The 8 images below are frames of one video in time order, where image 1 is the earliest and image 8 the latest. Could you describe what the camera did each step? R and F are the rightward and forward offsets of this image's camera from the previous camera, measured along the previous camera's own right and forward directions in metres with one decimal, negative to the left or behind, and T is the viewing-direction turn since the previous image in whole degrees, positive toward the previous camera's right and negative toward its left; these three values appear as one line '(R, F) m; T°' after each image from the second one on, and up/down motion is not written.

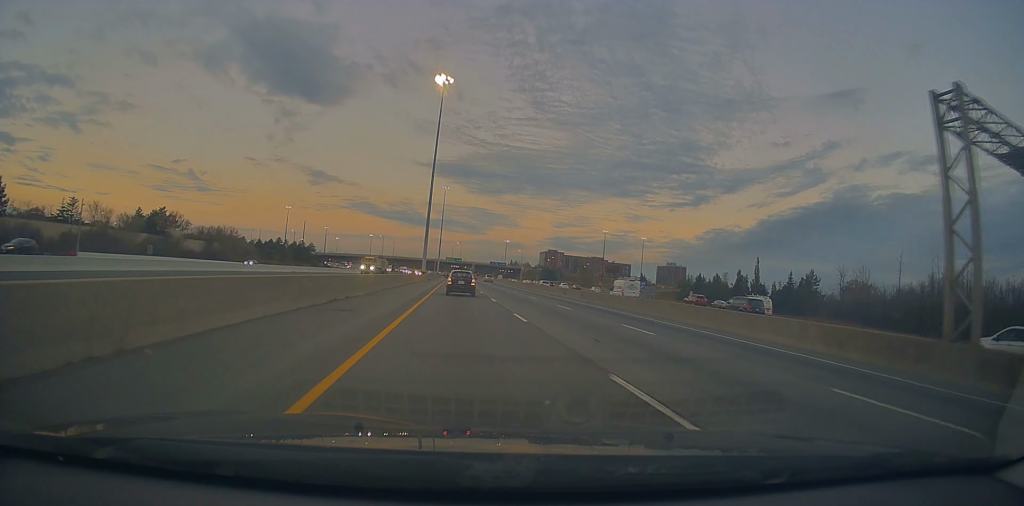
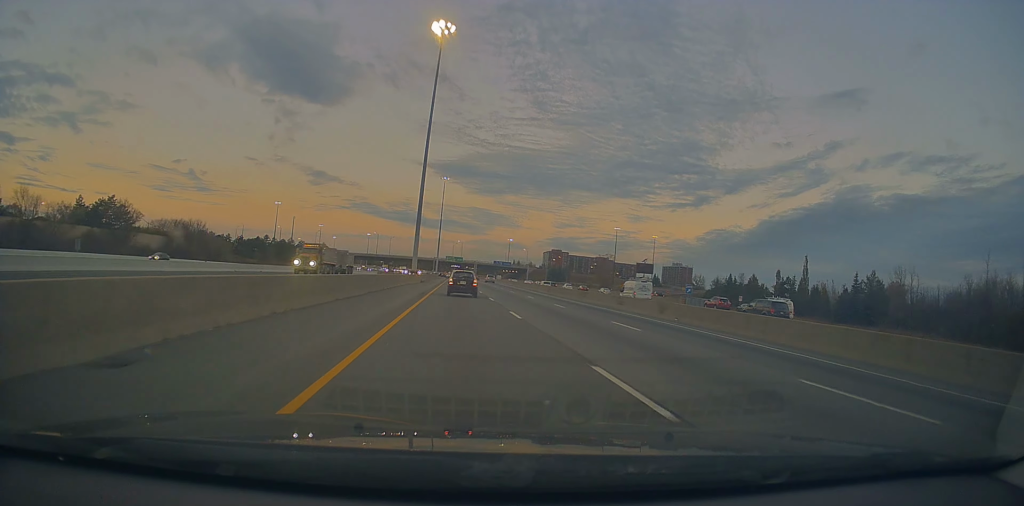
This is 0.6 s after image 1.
(0.0, +23.2) m; 0°
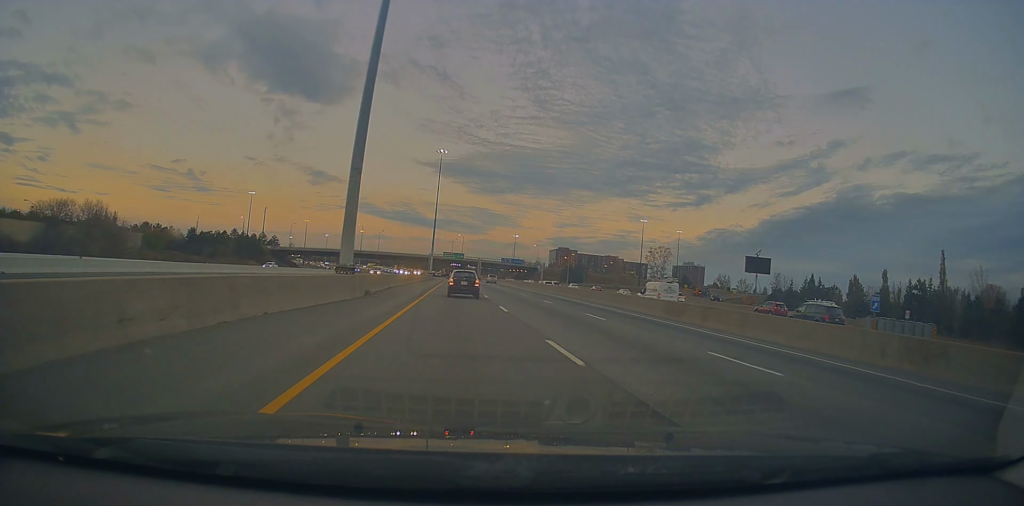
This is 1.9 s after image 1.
(+0.5, +45.3) m; 0°
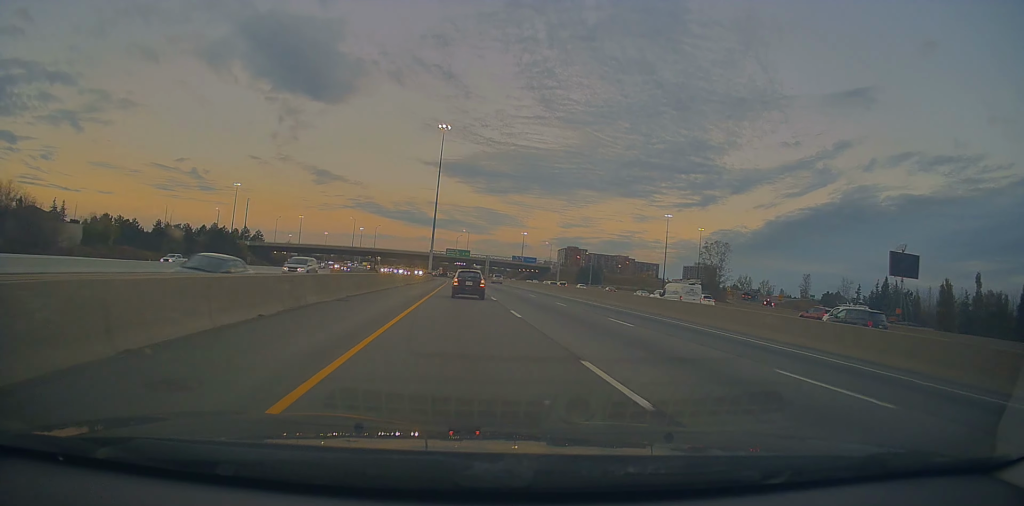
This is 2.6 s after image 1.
(-0.1, +26.9) m; 0°
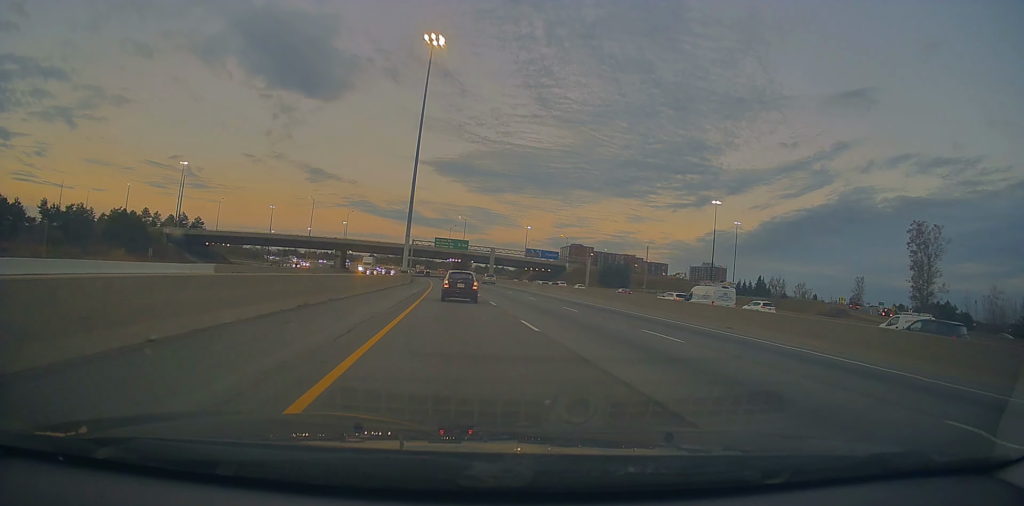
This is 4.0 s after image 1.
(+0.2, +52.5) m; 0°
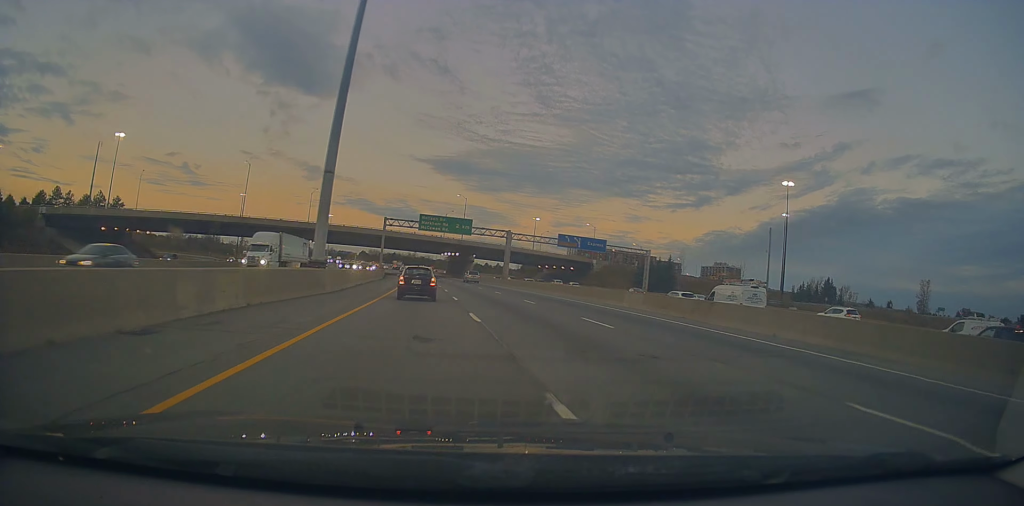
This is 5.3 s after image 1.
(-0.5, +47.5) m; 0°
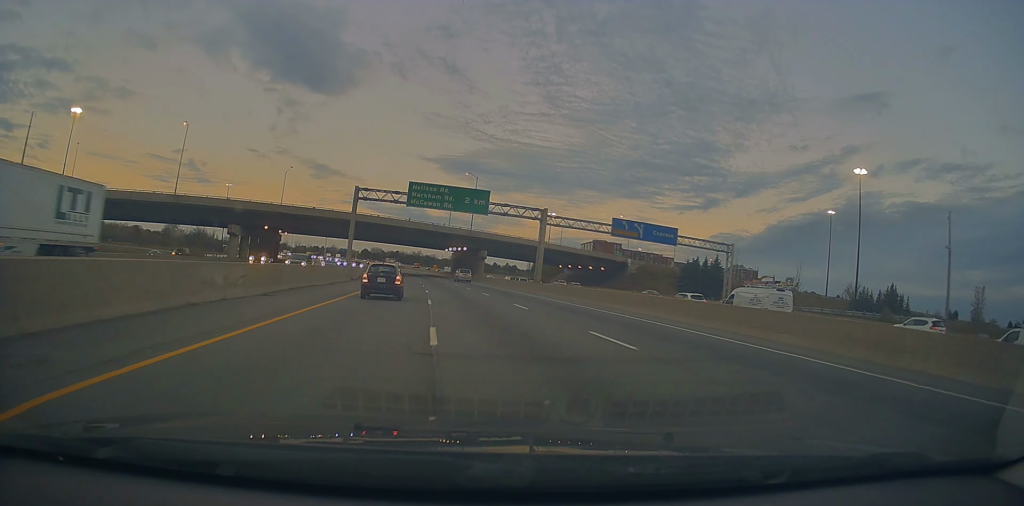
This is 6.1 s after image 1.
(+0.5, +29.2) m; -1°
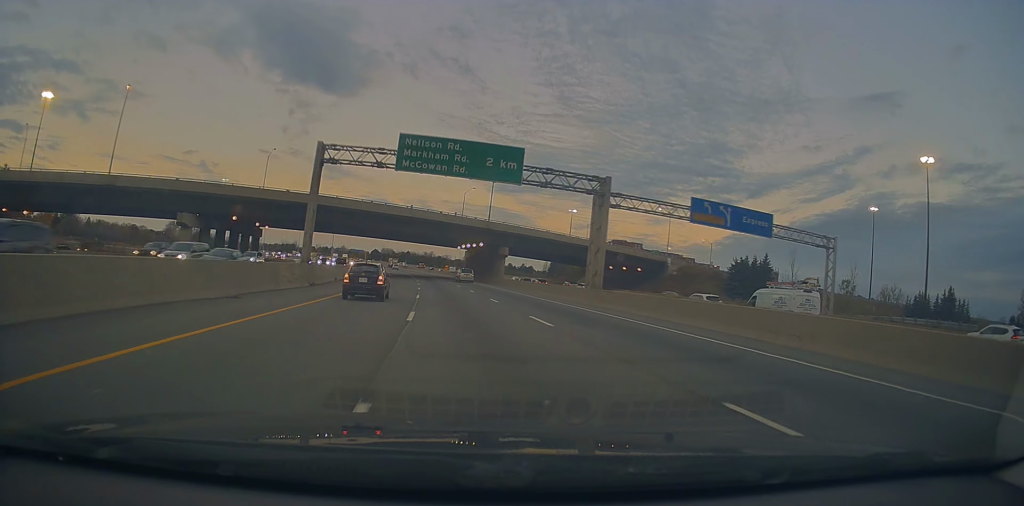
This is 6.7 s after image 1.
(-0.7, +19.4) m; -1°
